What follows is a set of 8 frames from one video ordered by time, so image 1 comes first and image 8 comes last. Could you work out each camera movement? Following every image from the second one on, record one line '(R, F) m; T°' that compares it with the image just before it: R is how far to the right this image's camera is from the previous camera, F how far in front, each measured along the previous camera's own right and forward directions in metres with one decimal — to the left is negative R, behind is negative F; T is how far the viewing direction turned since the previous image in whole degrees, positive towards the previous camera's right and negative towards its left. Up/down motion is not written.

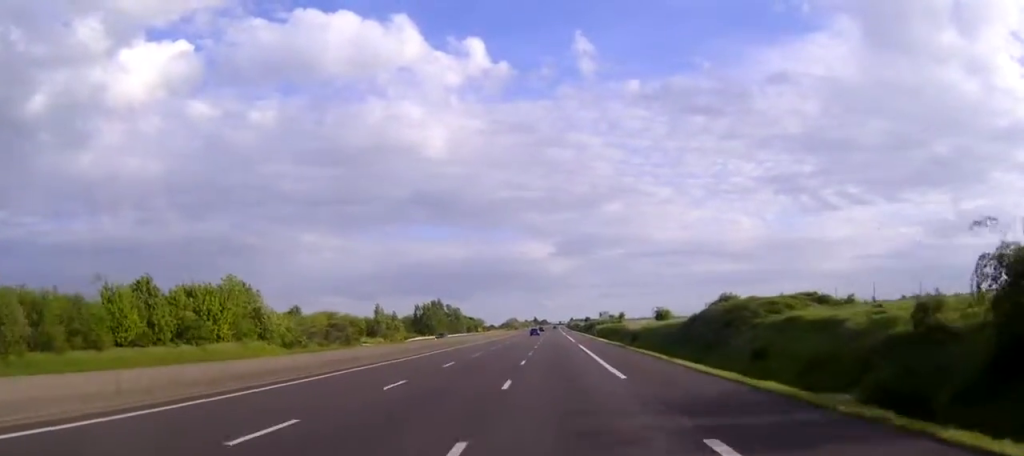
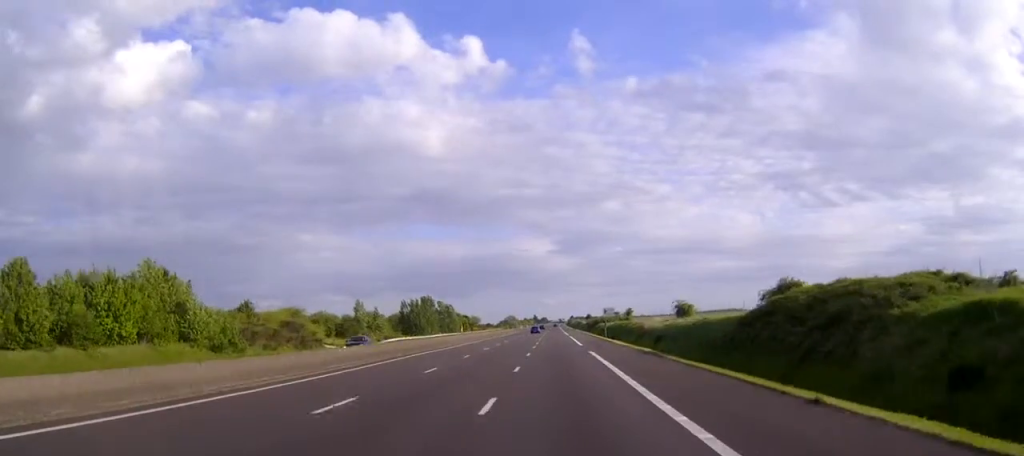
(0.0, +19.0) m; 0°
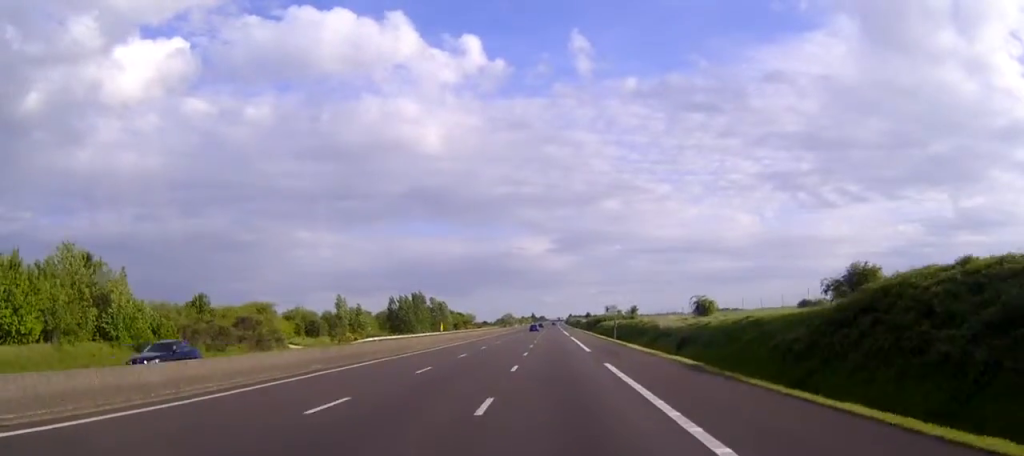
(0.0, +13.3) m; 0°
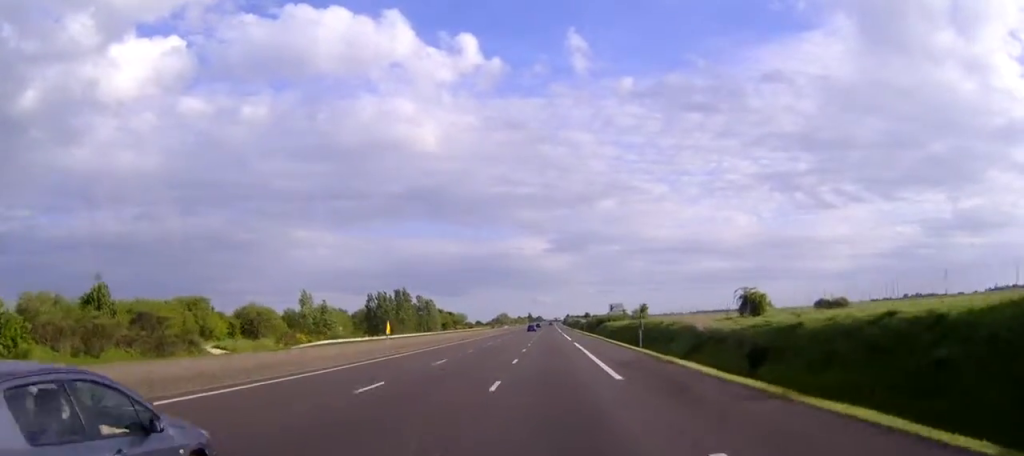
(0.0, +20.9) m; 0°
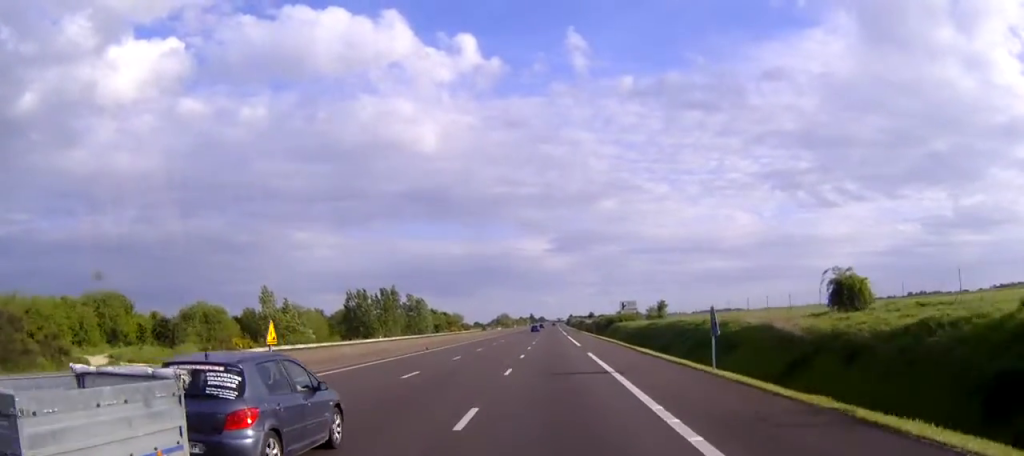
(0.0, +19.9) m; 0°
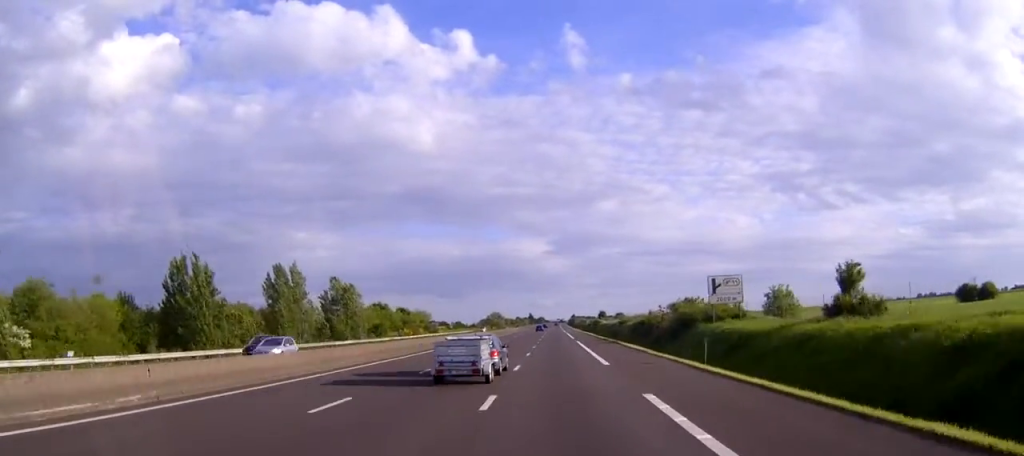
(-0.1, +75.8) m; 0°
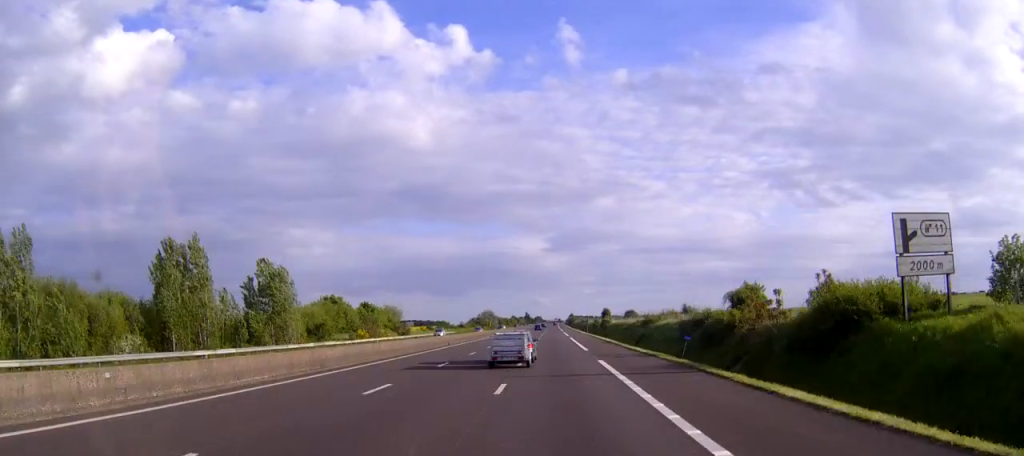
(0.0, +34.9) m; 0°
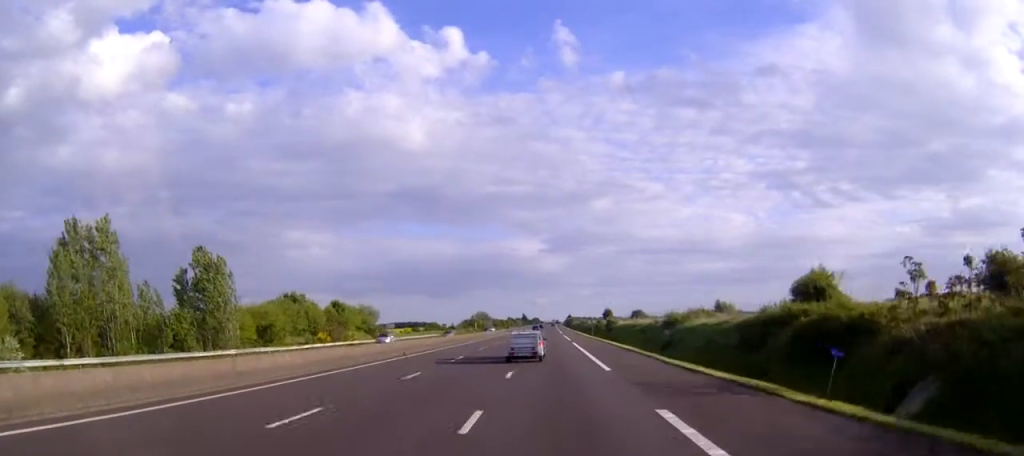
(+0.1, +19.8) m; 0°
